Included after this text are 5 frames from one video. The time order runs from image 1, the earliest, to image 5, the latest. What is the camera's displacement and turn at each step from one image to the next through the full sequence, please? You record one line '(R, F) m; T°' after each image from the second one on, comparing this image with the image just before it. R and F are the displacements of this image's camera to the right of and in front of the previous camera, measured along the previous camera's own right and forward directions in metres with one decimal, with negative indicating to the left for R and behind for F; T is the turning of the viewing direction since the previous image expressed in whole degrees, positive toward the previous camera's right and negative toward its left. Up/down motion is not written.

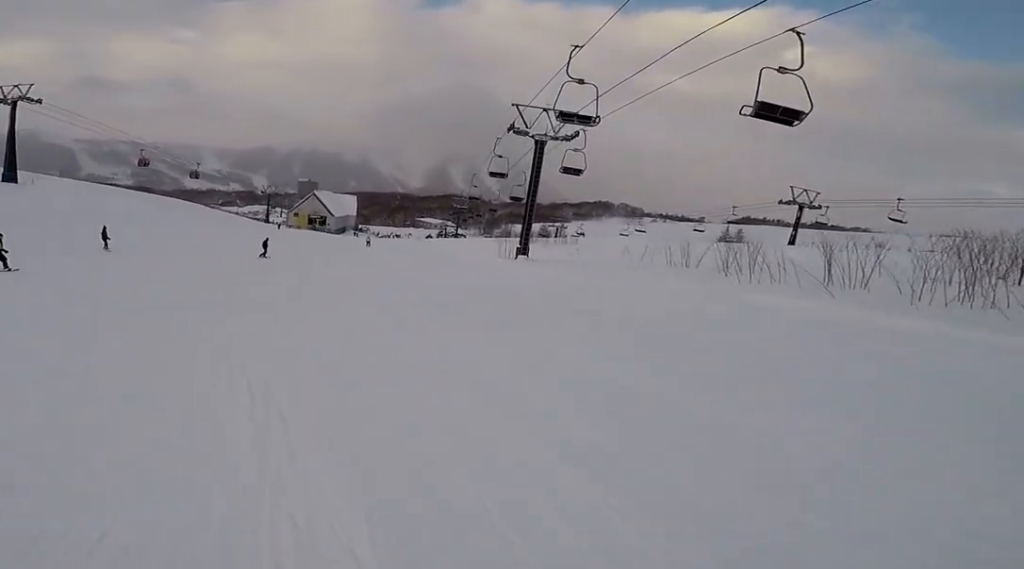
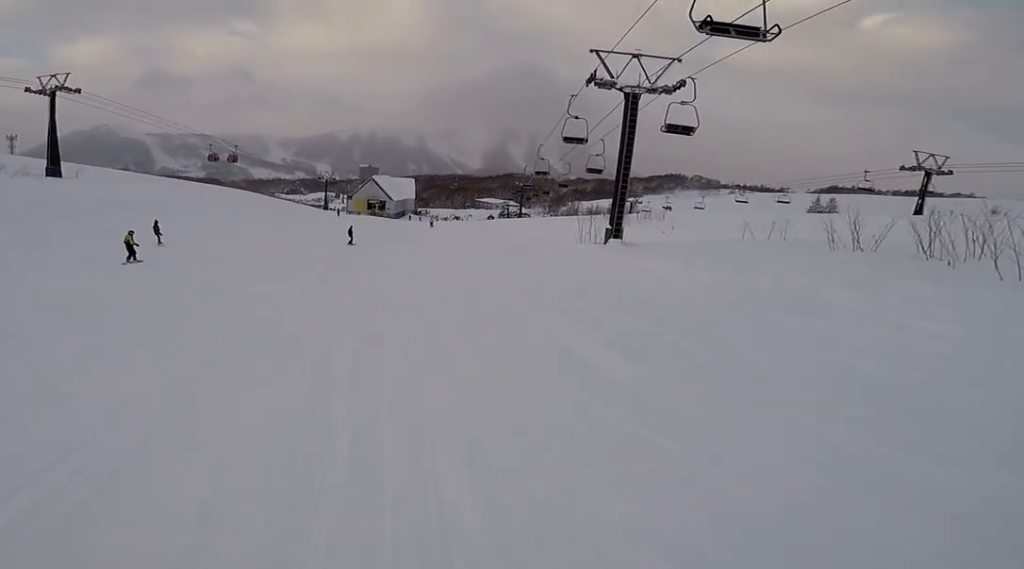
(+0.1, +6.6) m; +1°
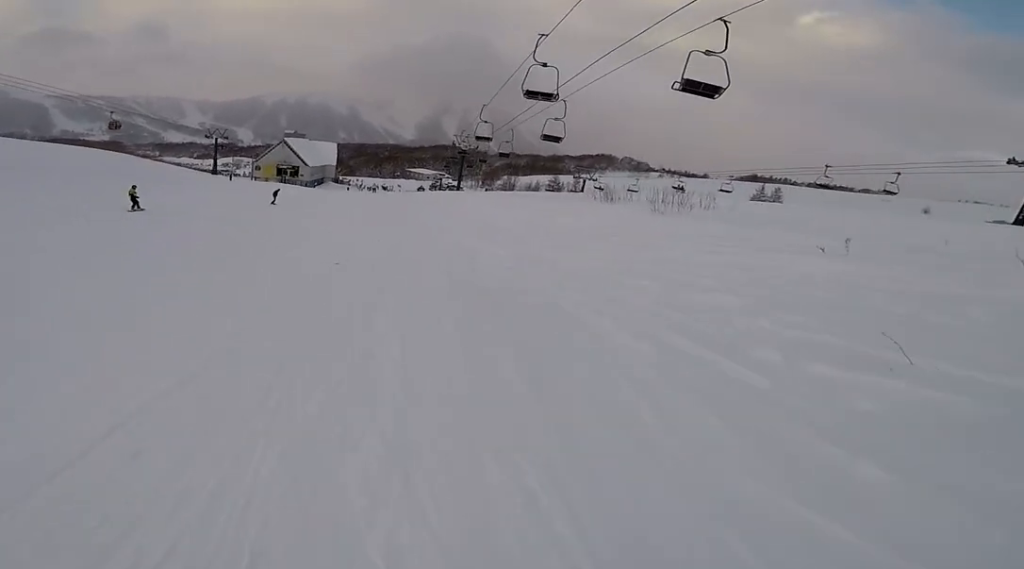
(-2.2, +24.4) m; 0°
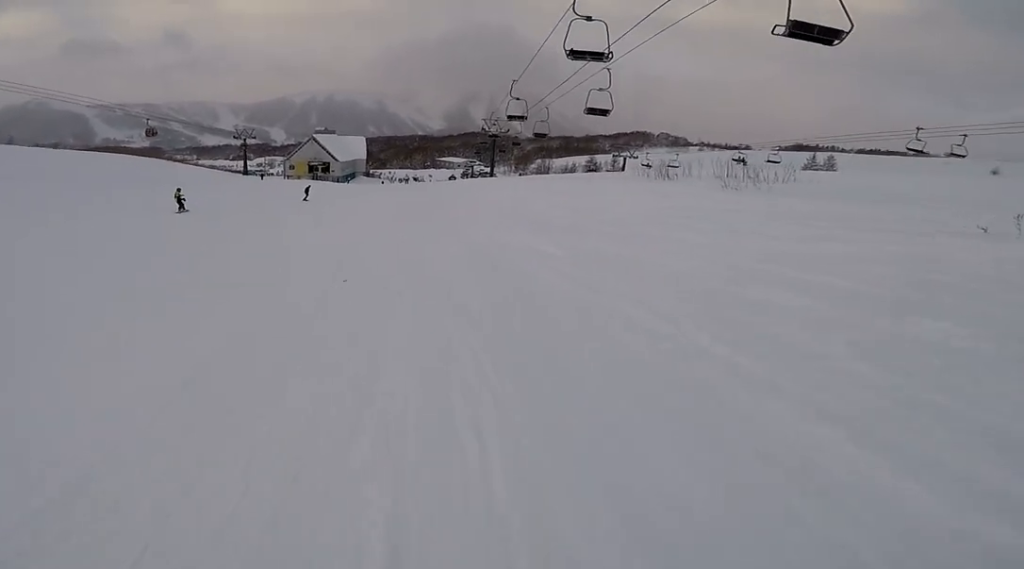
(0.0, +3.7) m; 0°
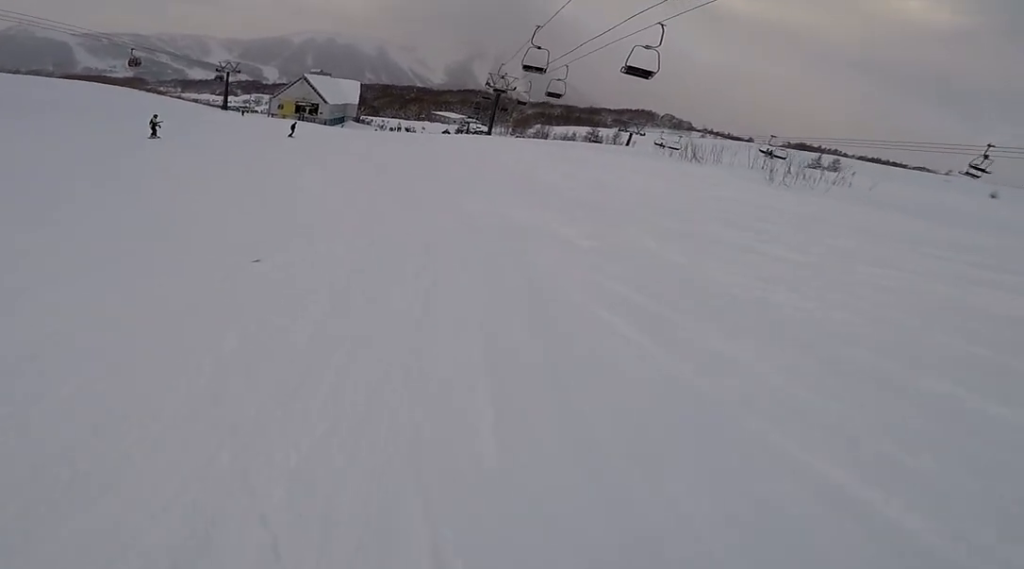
(0.0, +4.2) m; -1°
